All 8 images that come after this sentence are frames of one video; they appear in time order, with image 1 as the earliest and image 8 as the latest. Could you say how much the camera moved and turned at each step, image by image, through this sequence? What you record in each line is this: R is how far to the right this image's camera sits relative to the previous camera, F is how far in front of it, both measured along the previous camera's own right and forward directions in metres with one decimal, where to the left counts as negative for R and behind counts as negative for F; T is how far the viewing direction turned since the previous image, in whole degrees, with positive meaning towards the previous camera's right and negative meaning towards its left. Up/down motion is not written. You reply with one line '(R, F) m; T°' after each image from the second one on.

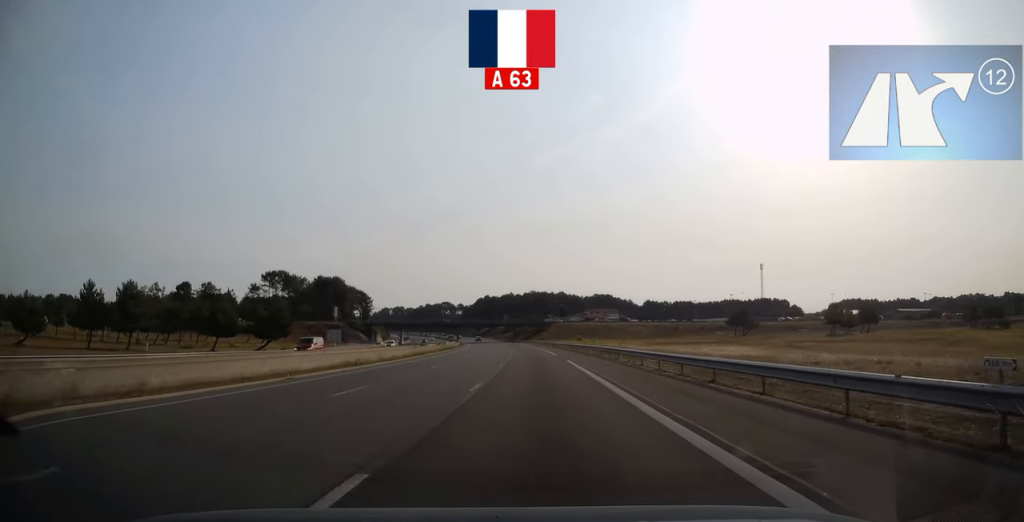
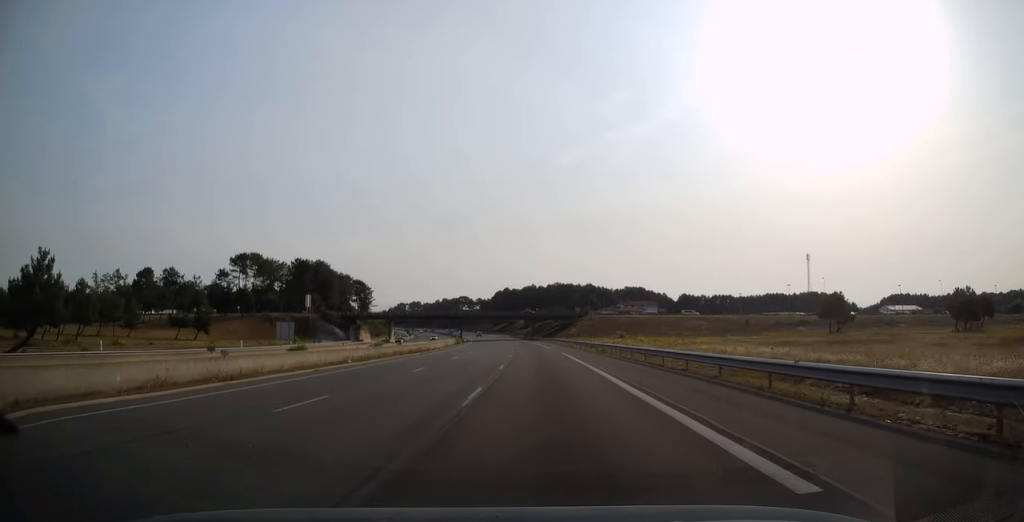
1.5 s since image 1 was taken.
(-0.6, +43.6) m; -2°
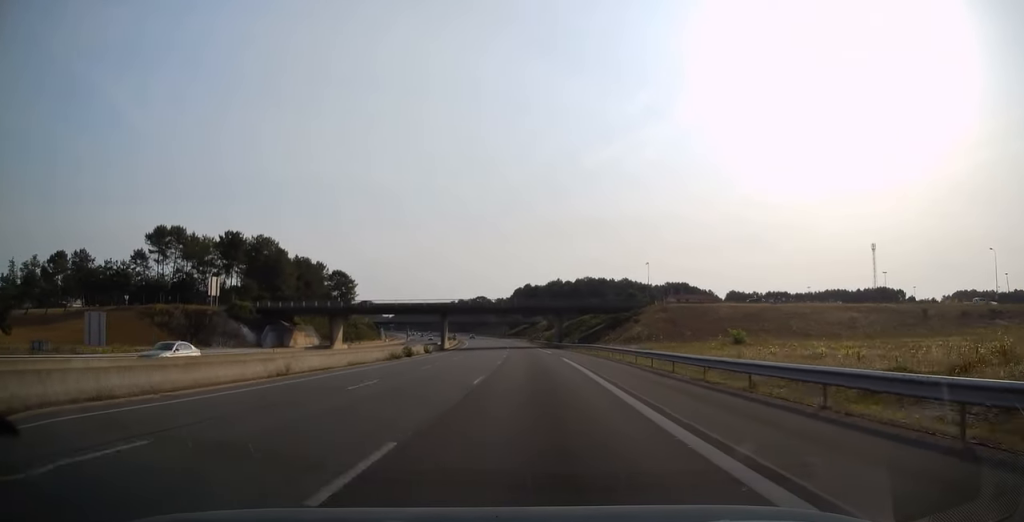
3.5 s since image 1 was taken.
(-1.4, +59.4) m; -2°
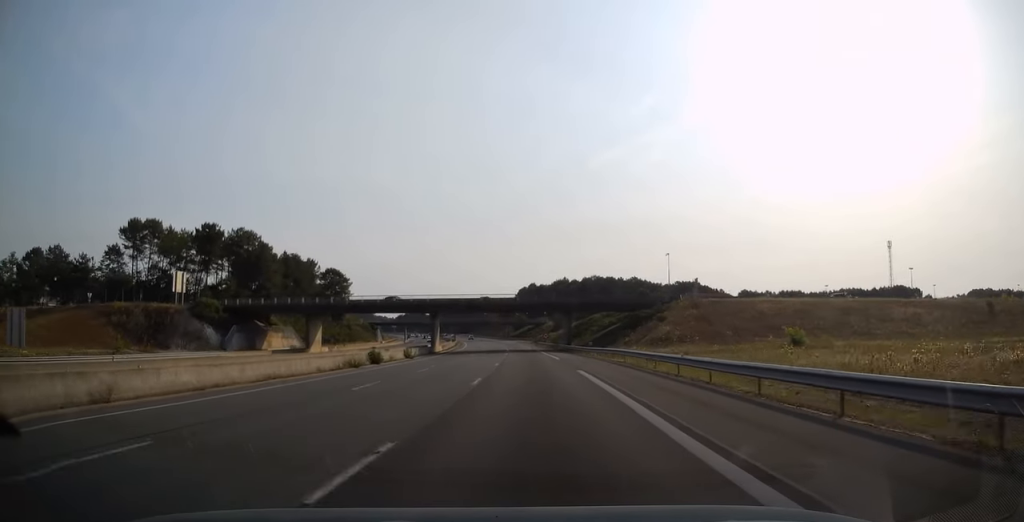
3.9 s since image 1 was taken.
(0.0, +12.9) m; -1°
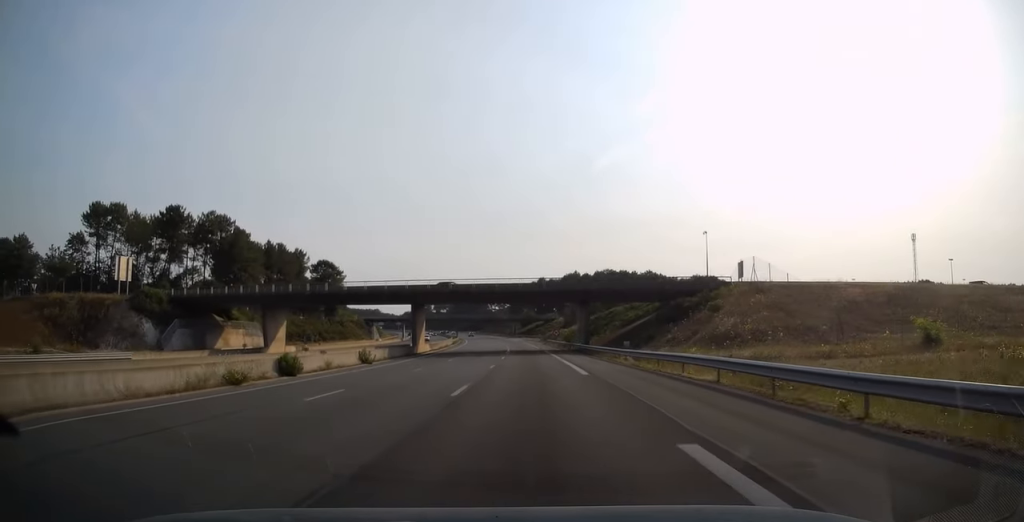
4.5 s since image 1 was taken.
(-0.2, +16.8) m; -1°
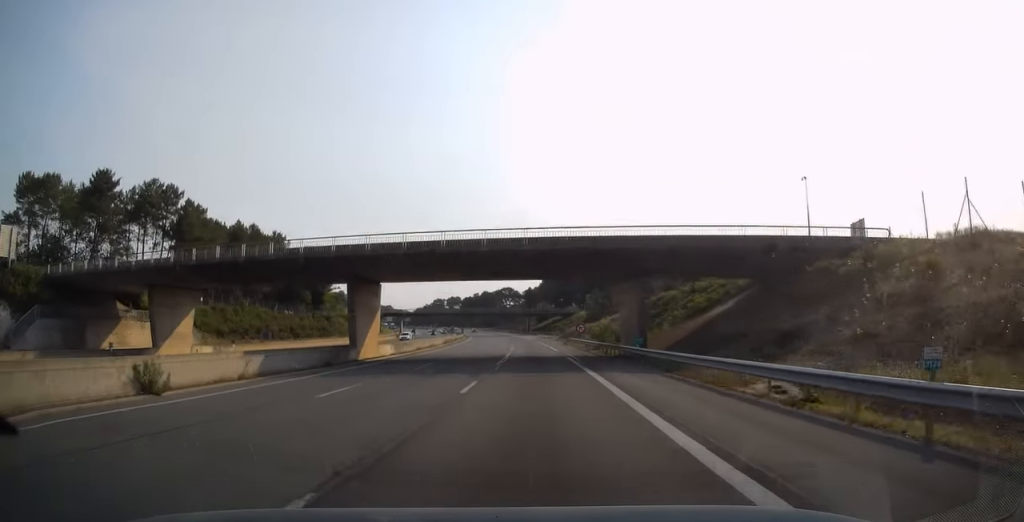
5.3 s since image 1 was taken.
(-0.5, +25.8) m; -1°
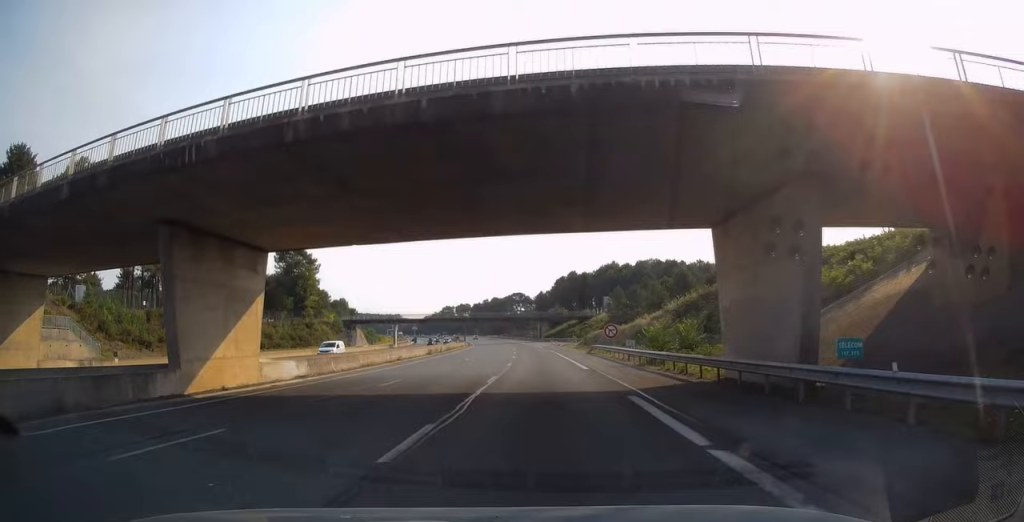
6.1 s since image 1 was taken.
(-0.2, +21.3) m; -1°
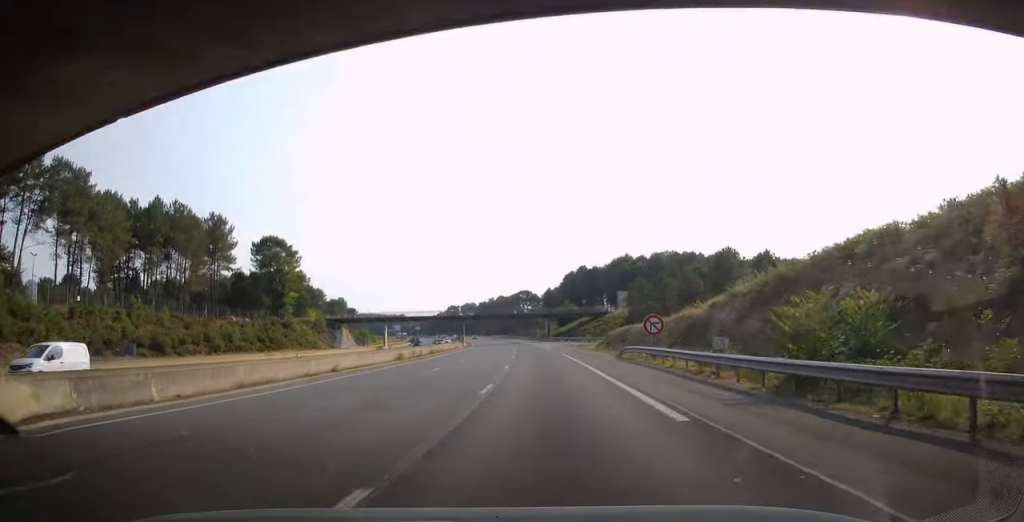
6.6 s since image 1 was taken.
(0.0, +17.3) m; 0°
